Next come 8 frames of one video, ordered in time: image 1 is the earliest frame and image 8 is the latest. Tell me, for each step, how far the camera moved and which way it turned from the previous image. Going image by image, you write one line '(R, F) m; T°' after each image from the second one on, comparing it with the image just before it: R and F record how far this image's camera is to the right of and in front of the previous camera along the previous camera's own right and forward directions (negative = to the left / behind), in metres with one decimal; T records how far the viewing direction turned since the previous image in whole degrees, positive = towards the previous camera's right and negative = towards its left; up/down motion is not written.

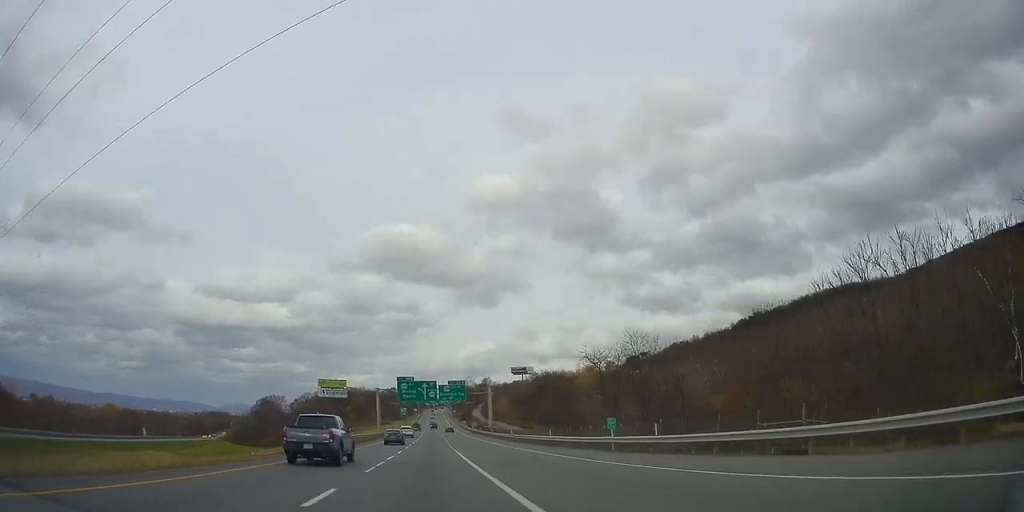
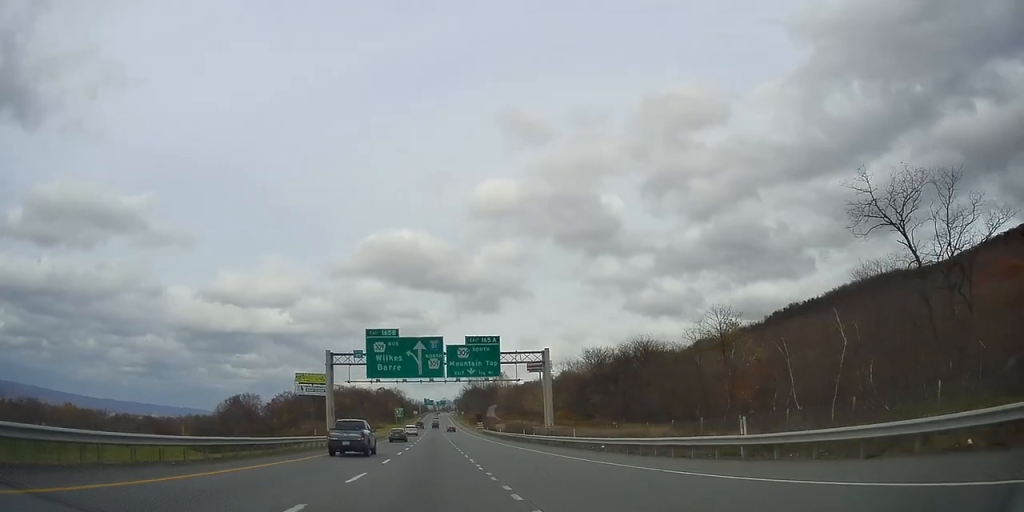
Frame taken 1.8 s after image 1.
(+0.7, +54.4) m; +1°
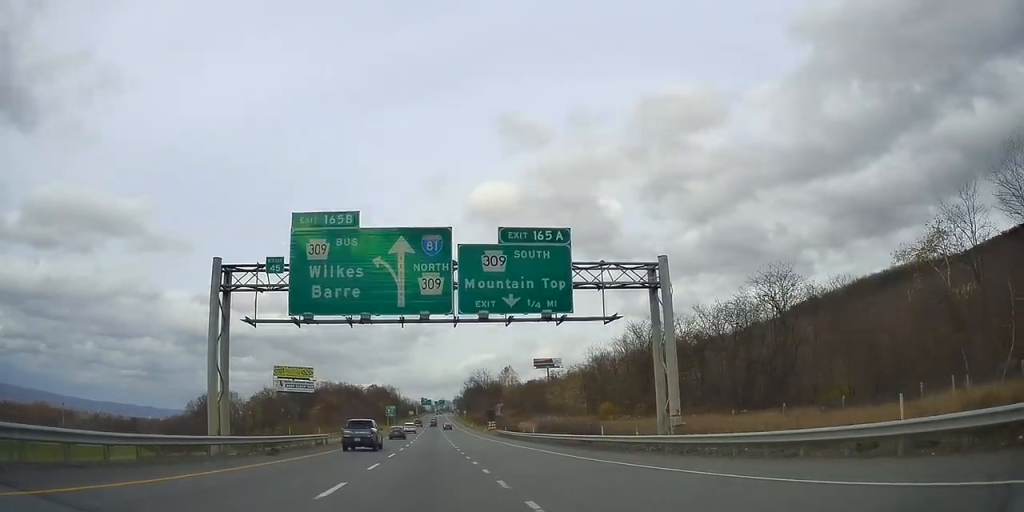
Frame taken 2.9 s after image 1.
(-0.5, +30.2) m; 0°
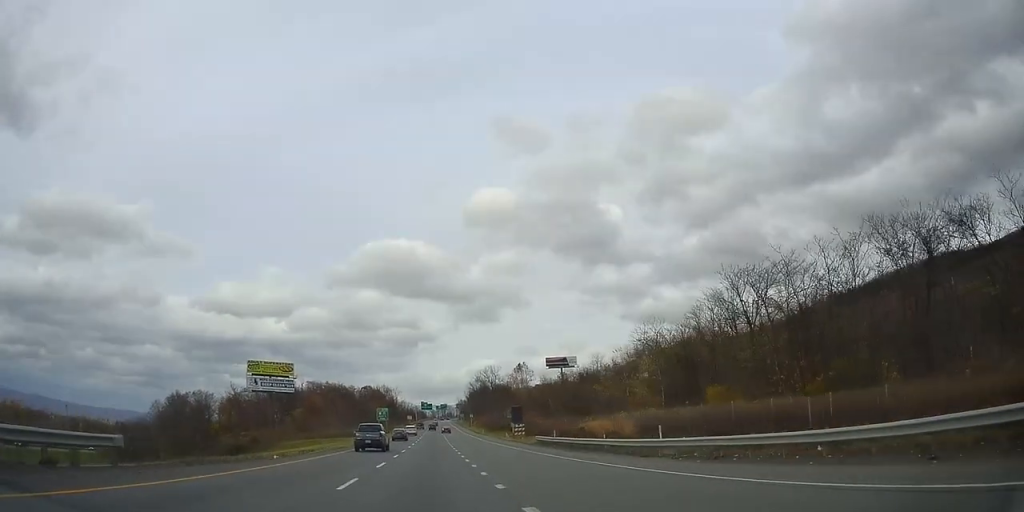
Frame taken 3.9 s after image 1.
(+0.3, +31.7) m; 0°
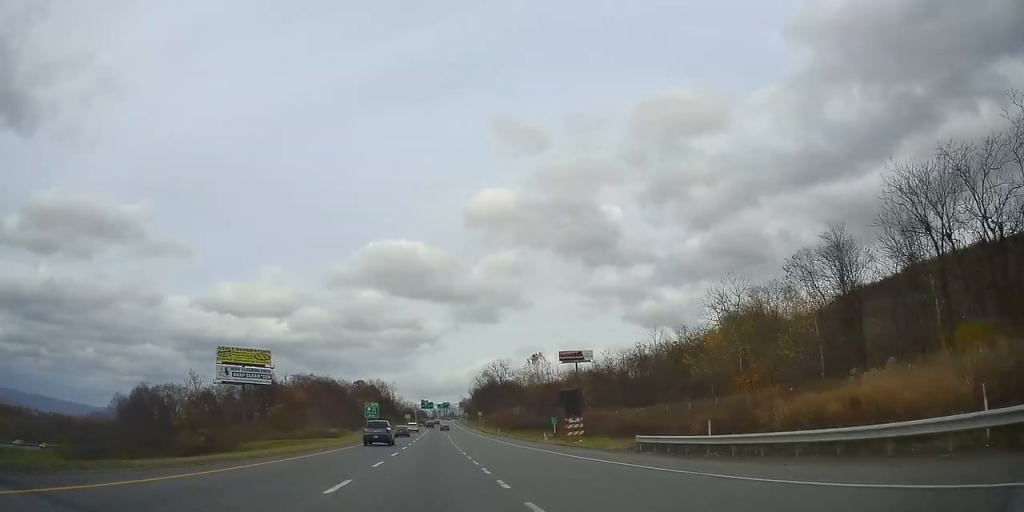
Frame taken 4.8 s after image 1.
(-0.1, +27.2) m; 0°
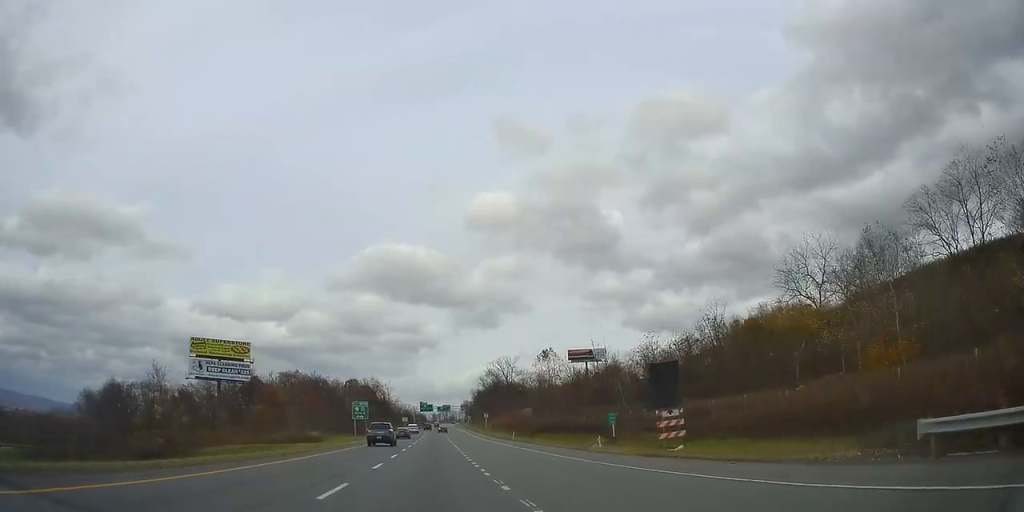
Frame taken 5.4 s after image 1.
(-0.2, +17.8) m; 0°
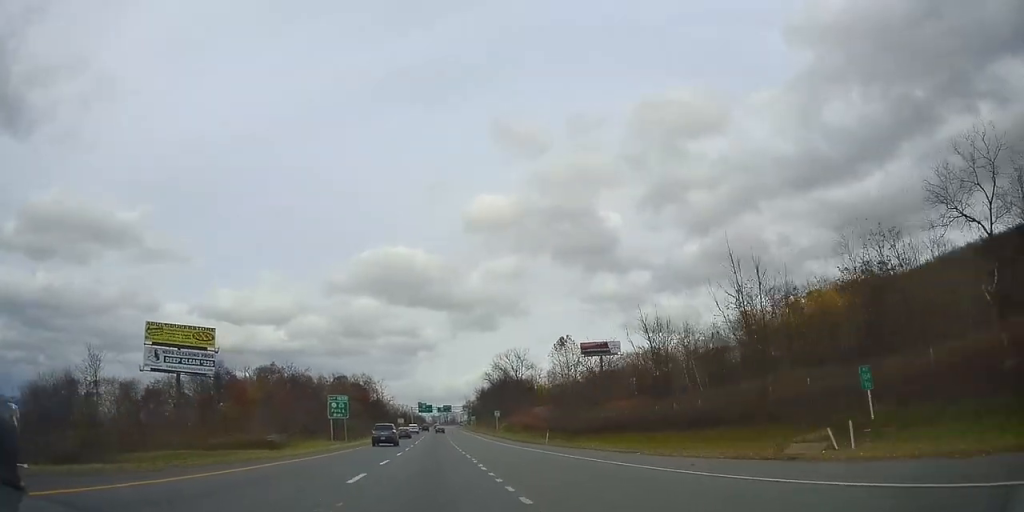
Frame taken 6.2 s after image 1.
(+0.3, +22.6) m; 0°
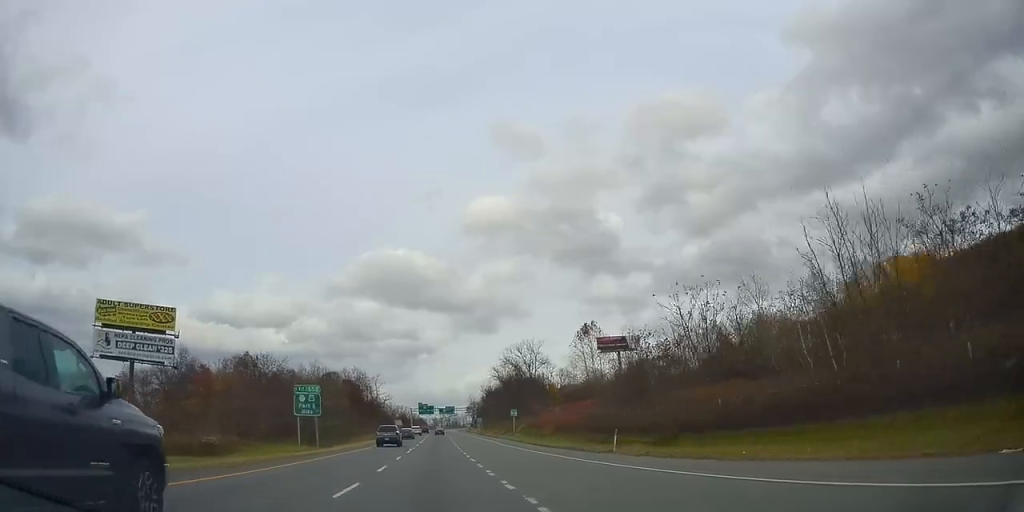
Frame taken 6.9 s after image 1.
(+0.2, +19.5) m; 0°
